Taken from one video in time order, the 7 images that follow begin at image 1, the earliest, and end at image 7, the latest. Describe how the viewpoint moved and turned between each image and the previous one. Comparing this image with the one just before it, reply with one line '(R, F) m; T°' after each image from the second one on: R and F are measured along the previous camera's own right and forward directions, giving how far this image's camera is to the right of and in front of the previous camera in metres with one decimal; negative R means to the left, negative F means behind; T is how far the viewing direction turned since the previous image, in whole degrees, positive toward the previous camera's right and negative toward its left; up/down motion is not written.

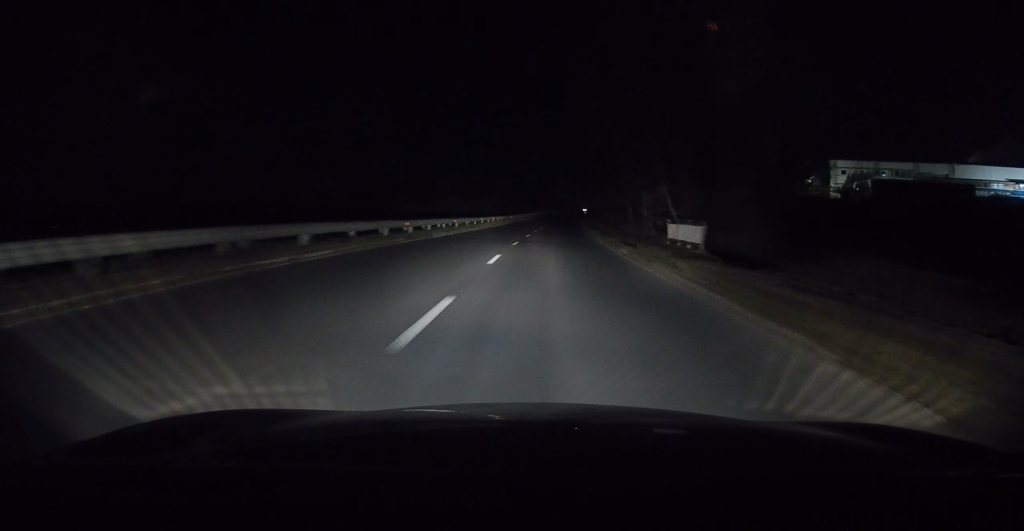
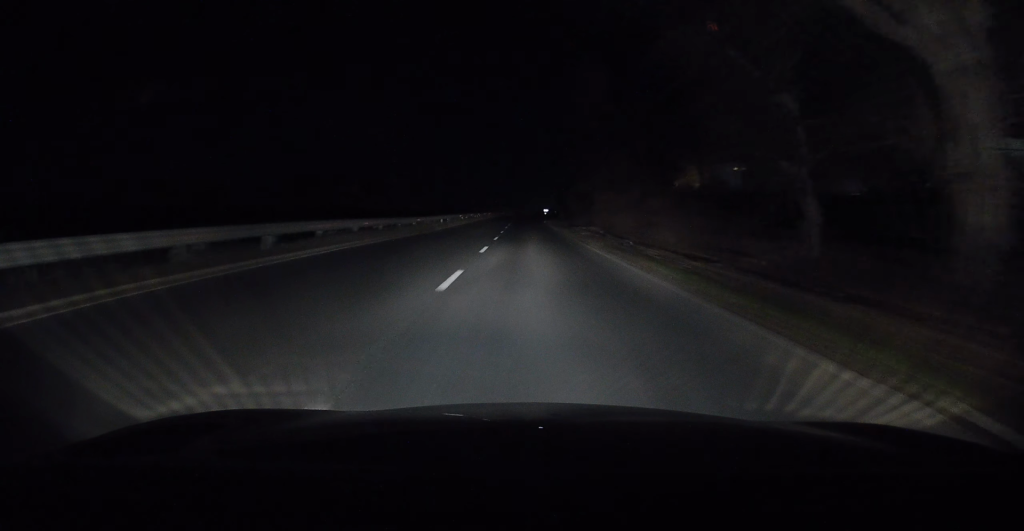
(+1.6, +40.7) m; +4°
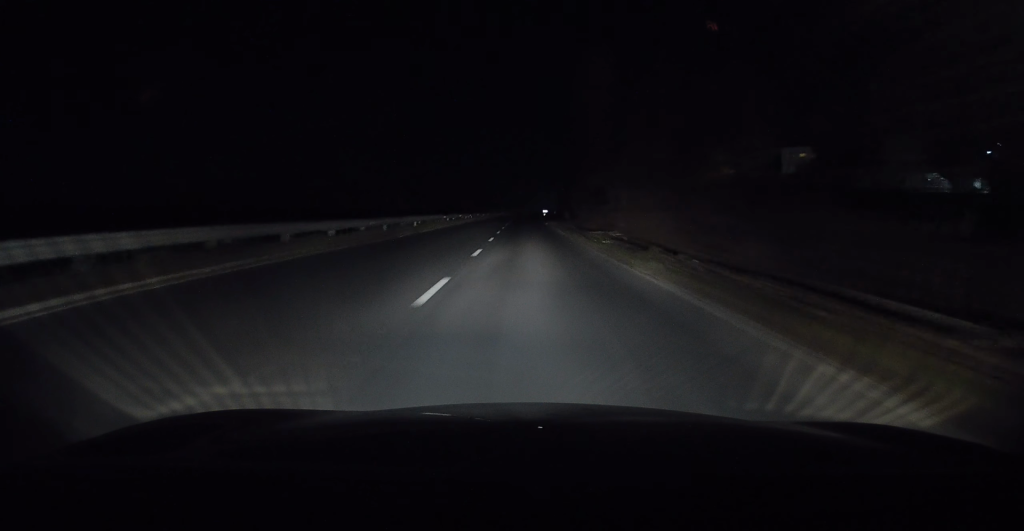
(-0.2, +10.5) m; +1°
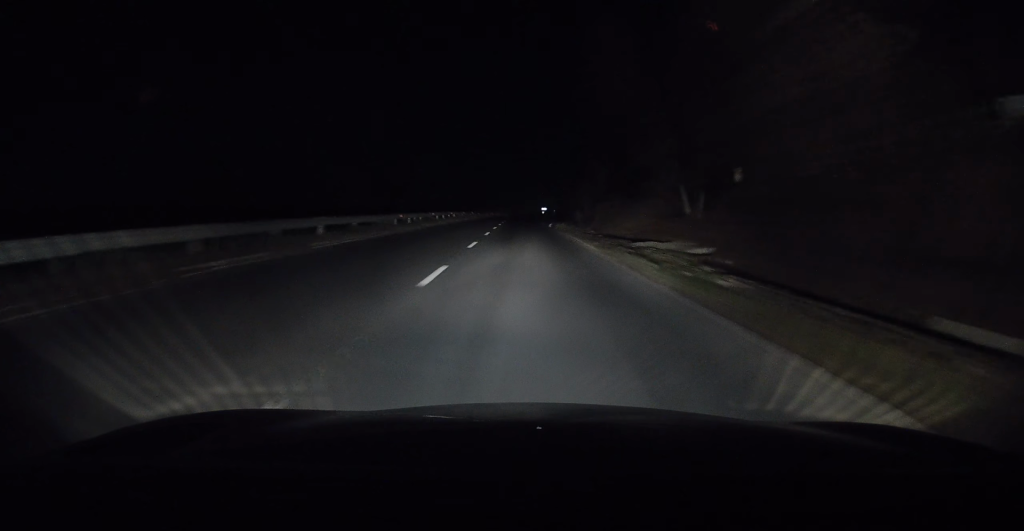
(+0.4, +16.4) m; +1°
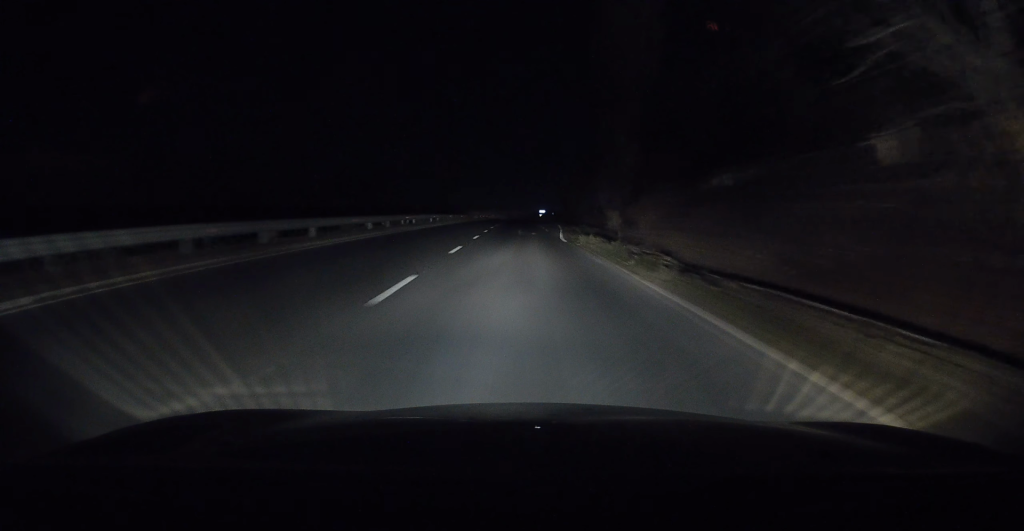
(+0.1, +20.1) m; 0°
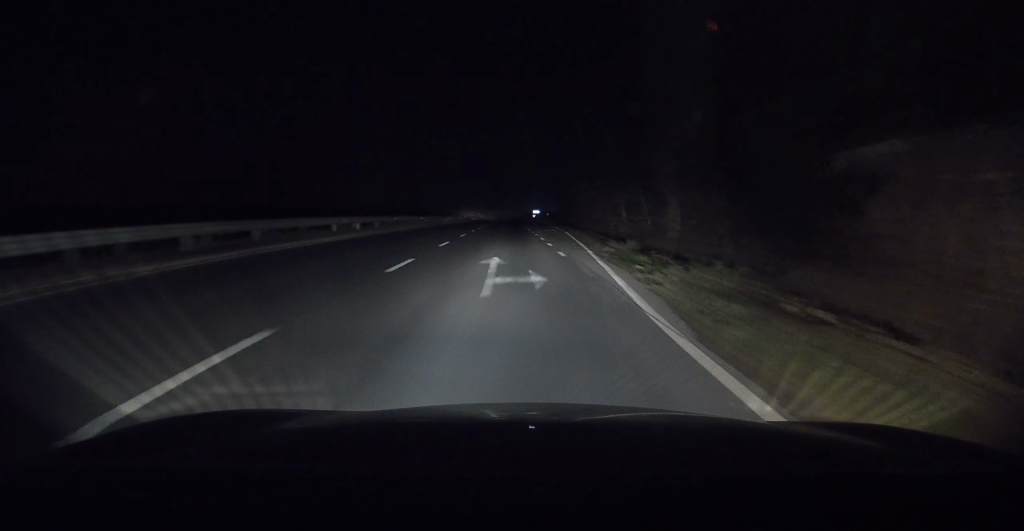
(0.0, +23.7) m; 0°
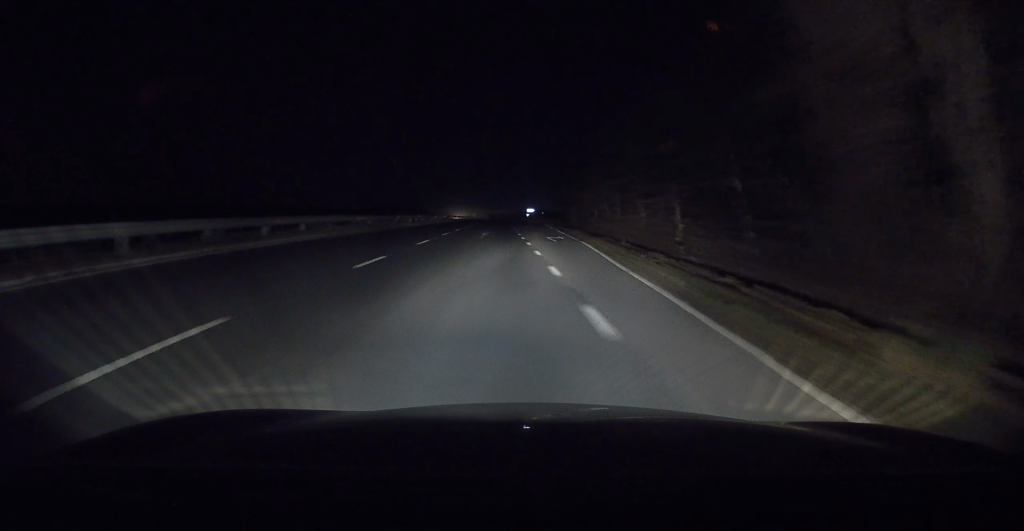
(0.0, +18.3) m; +1°
